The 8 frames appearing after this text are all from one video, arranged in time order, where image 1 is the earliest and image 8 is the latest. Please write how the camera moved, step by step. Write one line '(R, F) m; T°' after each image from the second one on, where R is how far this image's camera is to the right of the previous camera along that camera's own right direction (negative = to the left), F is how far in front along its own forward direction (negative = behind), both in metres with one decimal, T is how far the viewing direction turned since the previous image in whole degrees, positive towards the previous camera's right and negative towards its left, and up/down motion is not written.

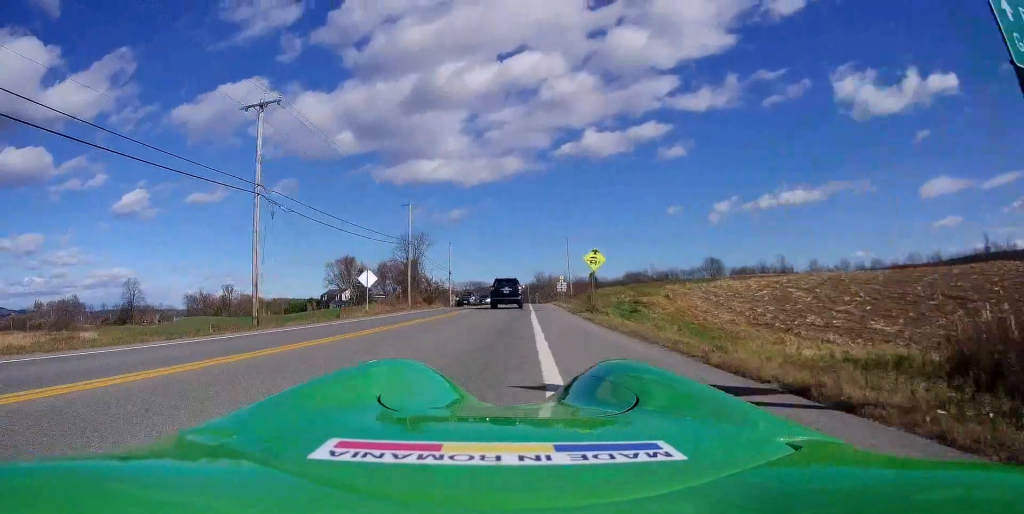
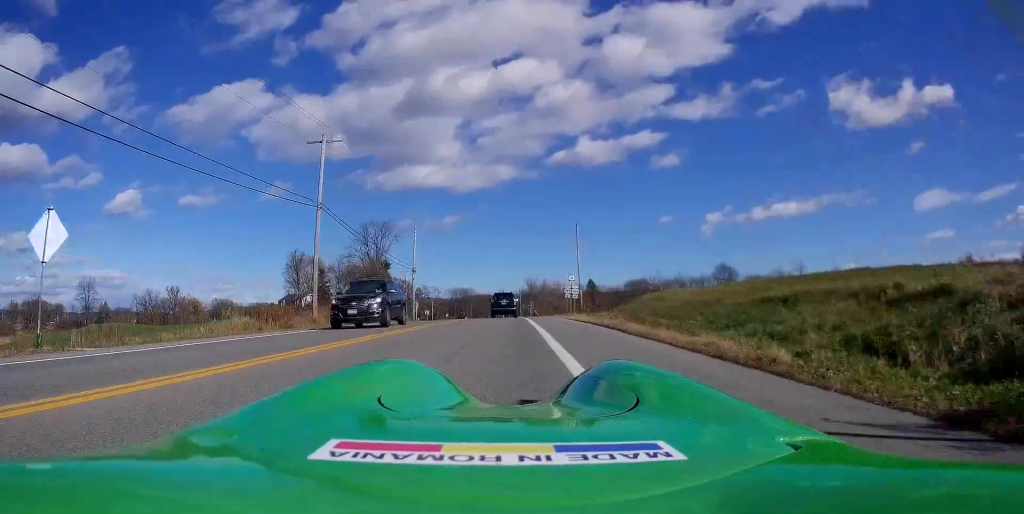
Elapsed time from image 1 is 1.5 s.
(-0.2, +27.9) m; 0°
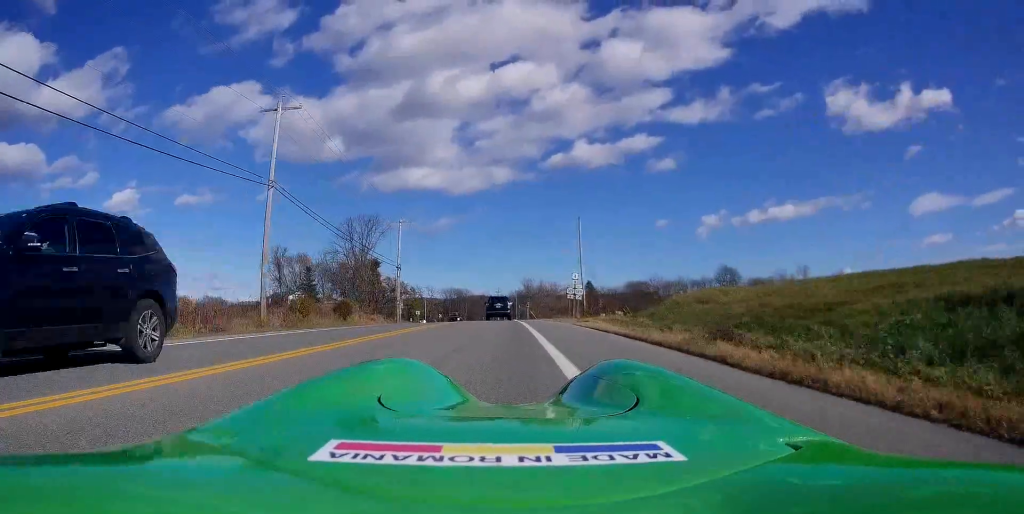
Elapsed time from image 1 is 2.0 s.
(-0.1, +7.4) m; +1°
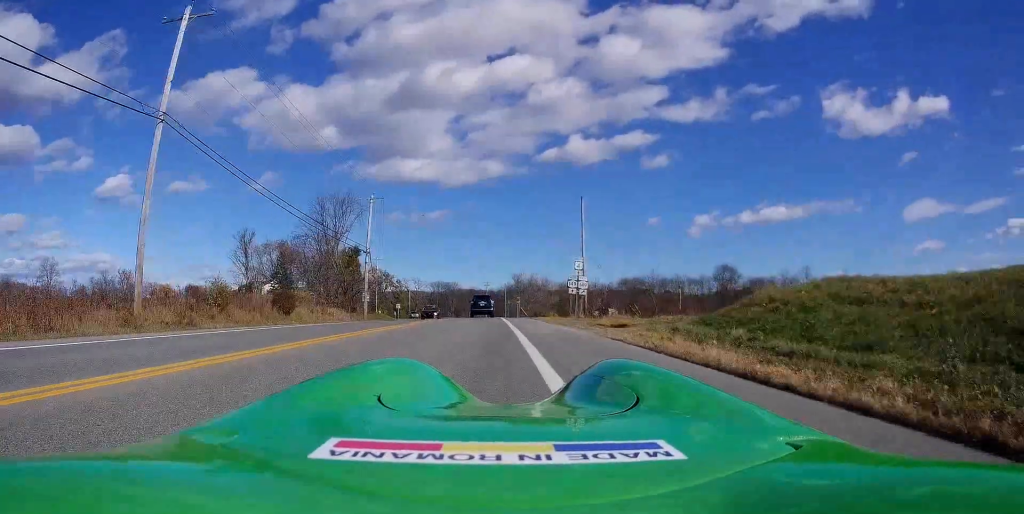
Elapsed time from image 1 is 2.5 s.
(0.0, +9.6) m; +1°
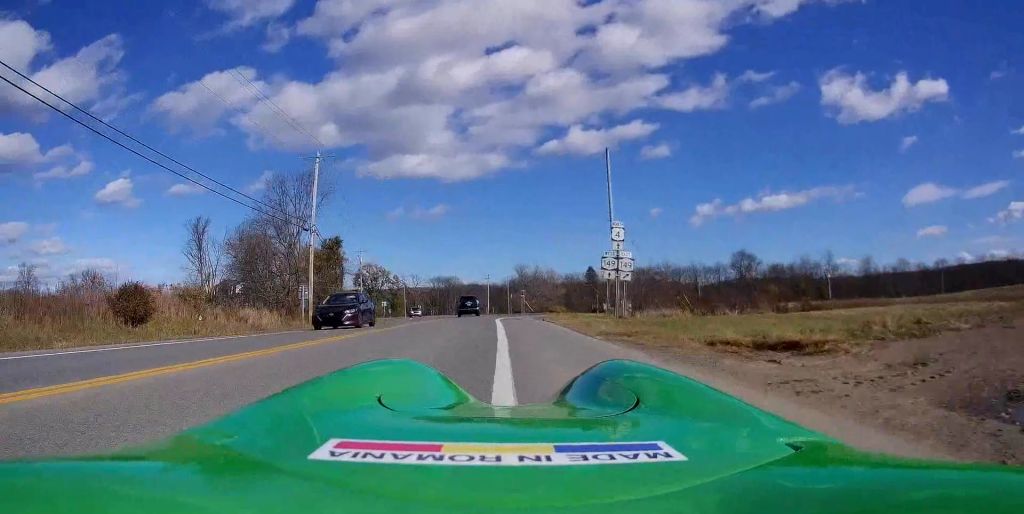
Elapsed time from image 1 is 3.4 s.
(+0.6, +16.0) m; +1°
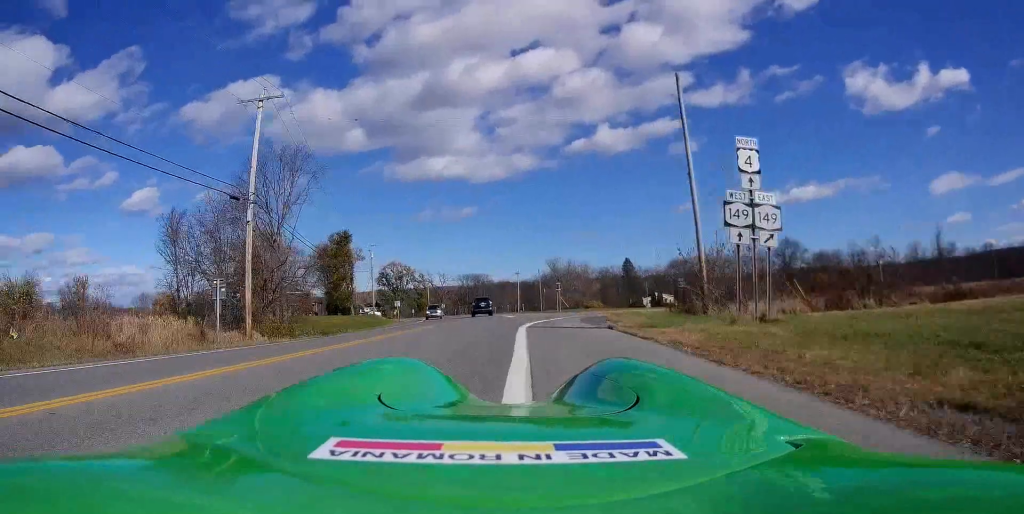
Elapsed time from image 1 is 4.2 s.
(-0.2, +13.0) m; -4°
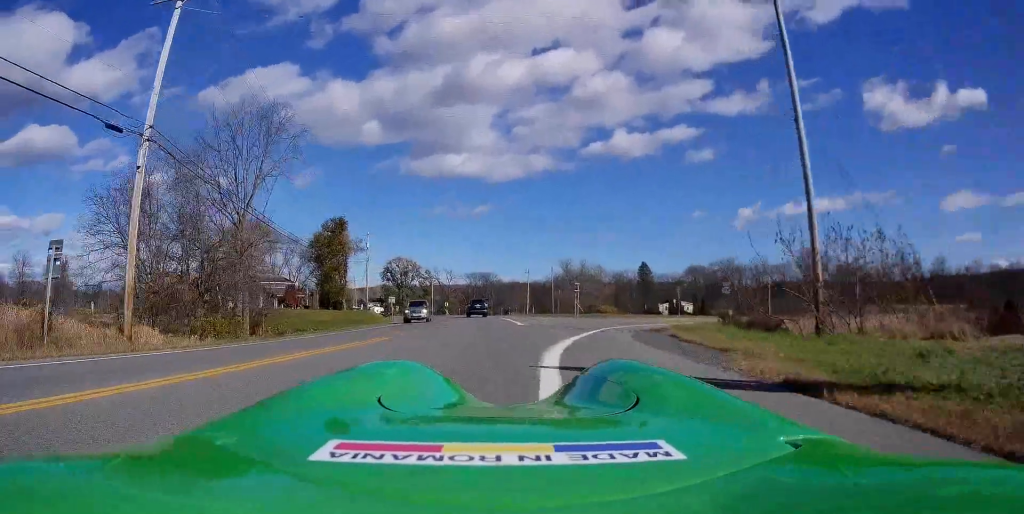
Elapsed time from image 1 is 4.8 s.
(-0.5, +10.1) m; -1°
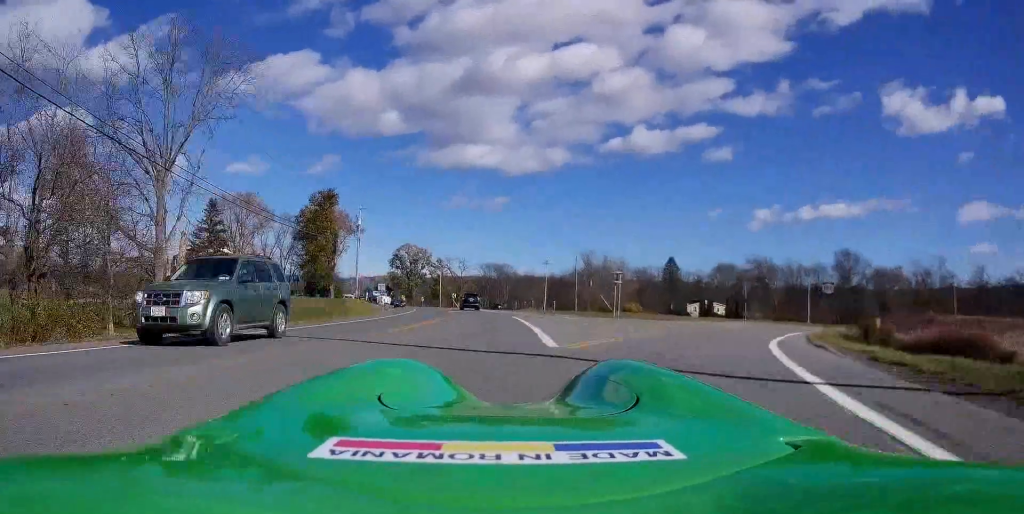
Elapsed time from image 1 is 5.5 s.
(-0.5, +13.7) m; -1°
